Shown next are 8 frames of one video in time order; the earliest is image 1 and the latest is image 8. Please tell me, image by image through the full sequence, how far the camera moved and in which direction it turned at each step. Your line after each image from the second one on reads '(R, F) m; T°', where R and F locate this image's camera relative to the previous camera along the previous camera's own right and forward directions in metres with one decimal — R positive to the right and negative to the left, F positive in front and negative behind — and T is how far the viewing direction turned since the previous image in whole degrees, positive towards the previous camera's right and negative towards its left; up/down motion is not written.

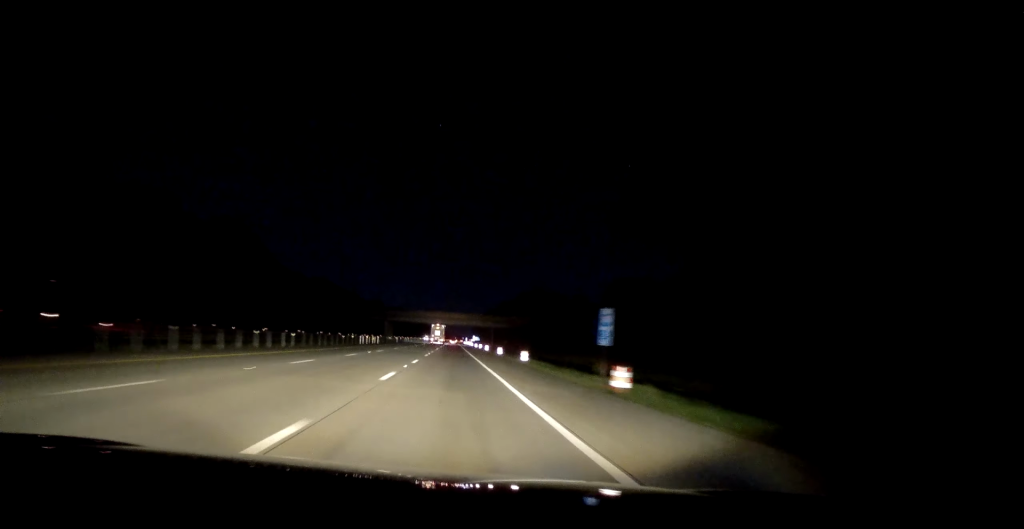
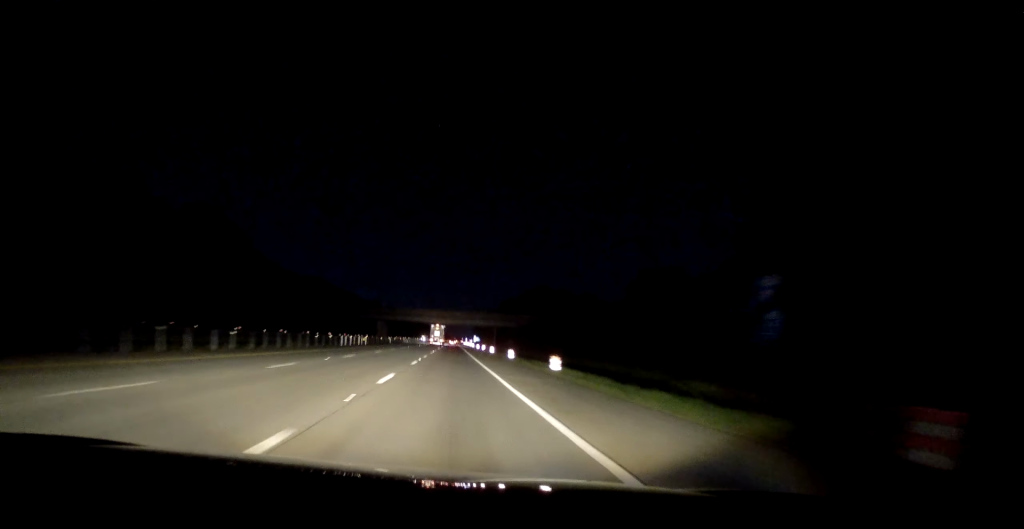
(-0.1, +13.5) m; 0°
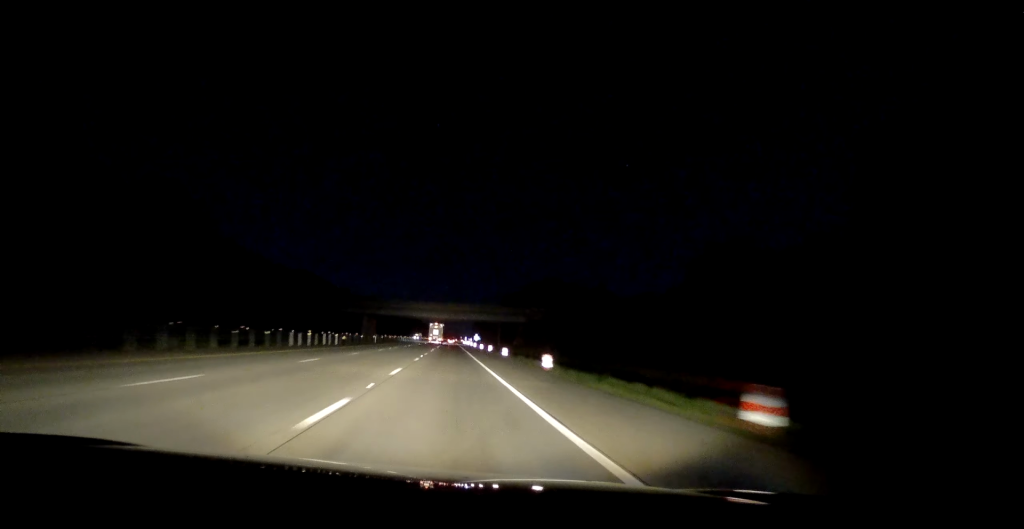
(+0.4, +21.3) m; +1°
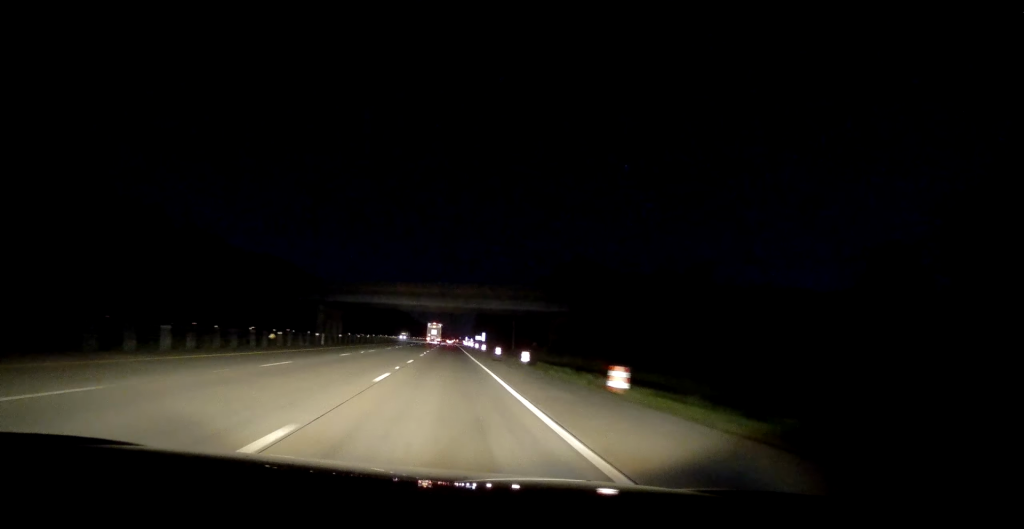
(+0.1, +40.1) m; 0°
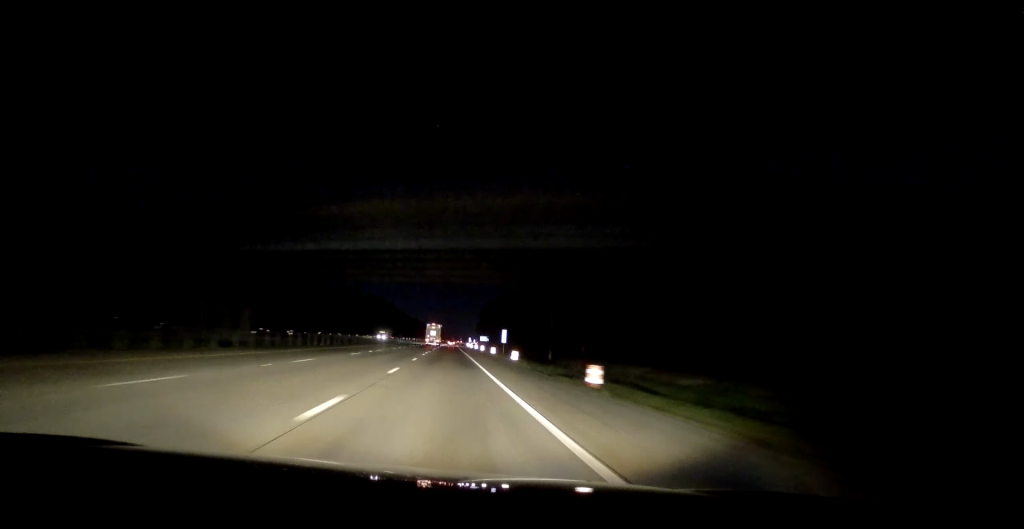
(-0.2, +44.5) m; -1°
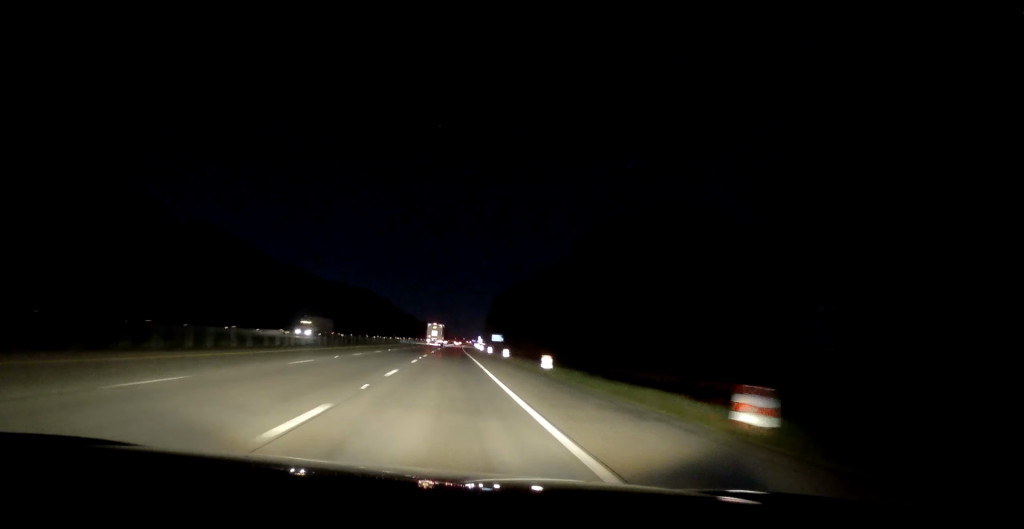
(+0.1, +62.0) m; 0°
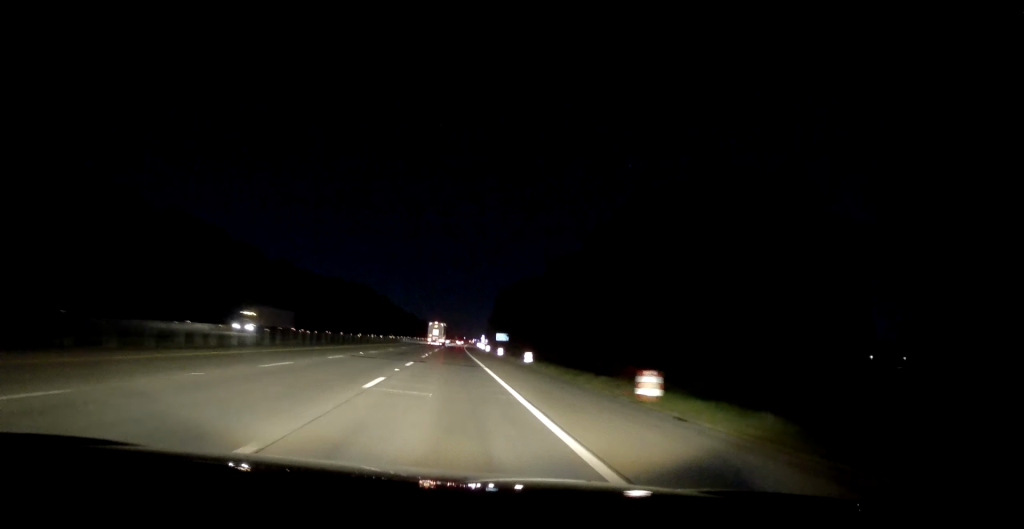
(-0.4, +16.7) m; 0°
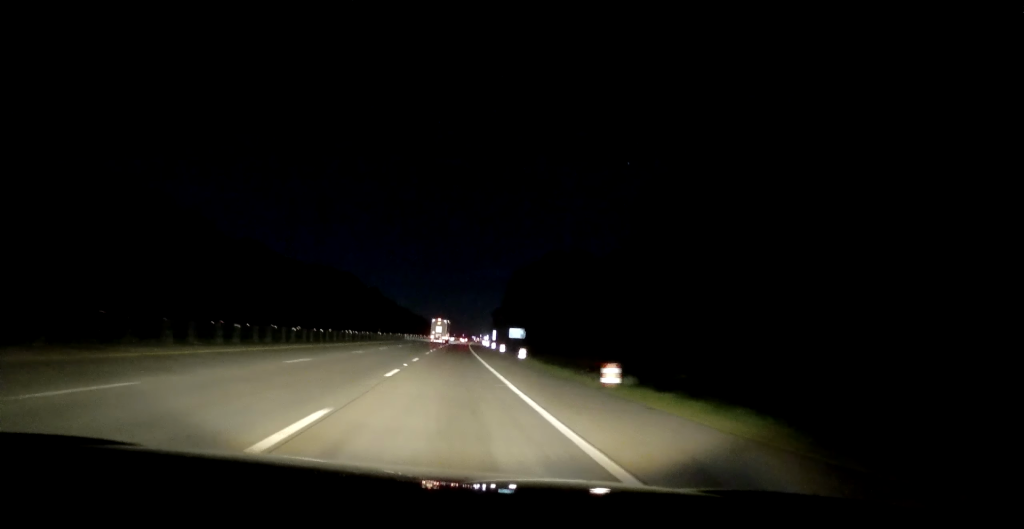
(+0.5, +45.8) m; +1°
